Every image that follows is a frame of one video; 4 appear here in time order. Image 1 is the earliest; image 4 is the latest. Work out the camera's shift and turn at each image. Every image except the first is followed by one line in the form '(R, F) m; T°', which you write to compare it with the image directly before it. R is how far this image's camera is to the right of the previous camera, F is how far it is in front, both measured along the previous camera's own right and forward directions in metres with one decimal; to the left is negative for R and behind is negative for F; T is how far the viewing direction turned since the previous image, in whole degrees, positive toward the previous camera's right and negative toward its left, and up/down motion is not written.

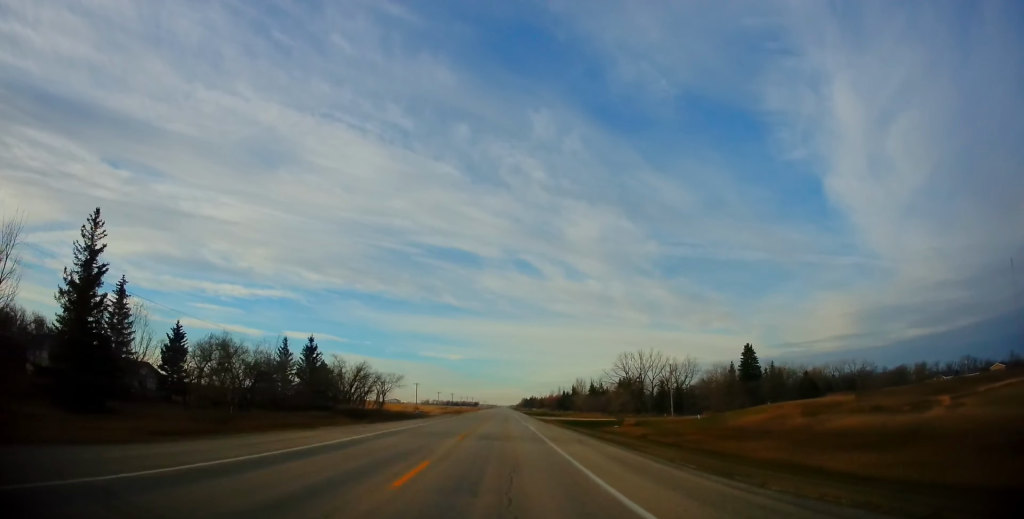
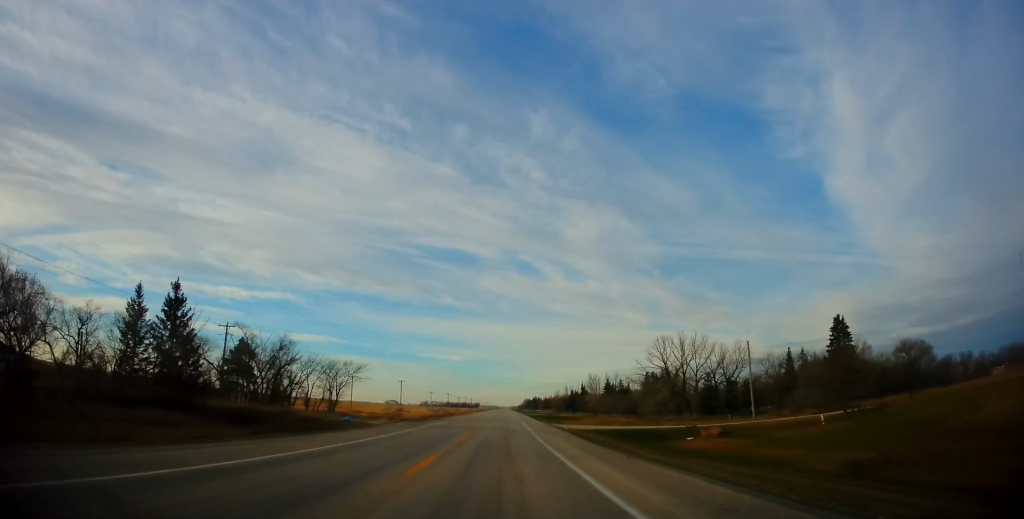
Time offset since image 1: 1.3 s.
(+0.8, +32.2) m; +1°
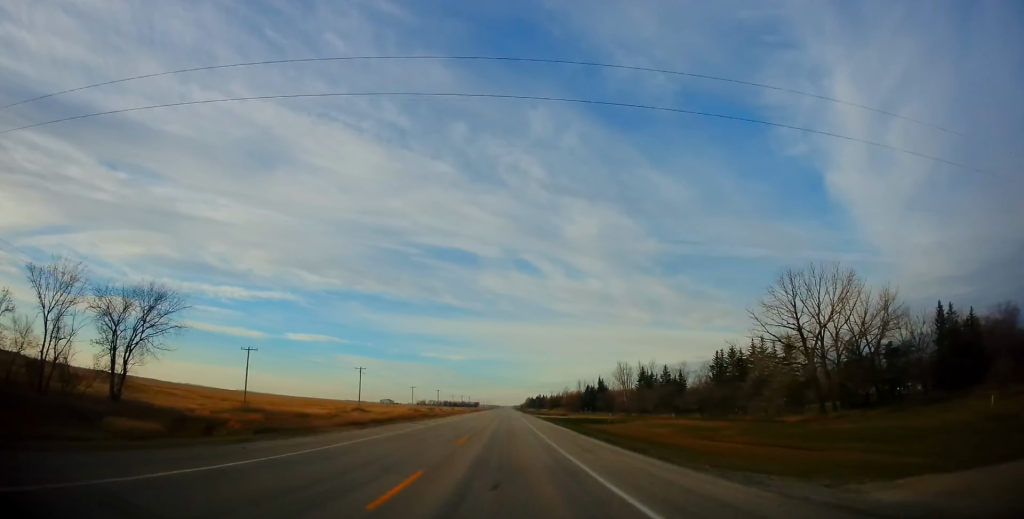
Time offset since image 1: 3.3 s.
(-0.6, +45.9) m; -1°
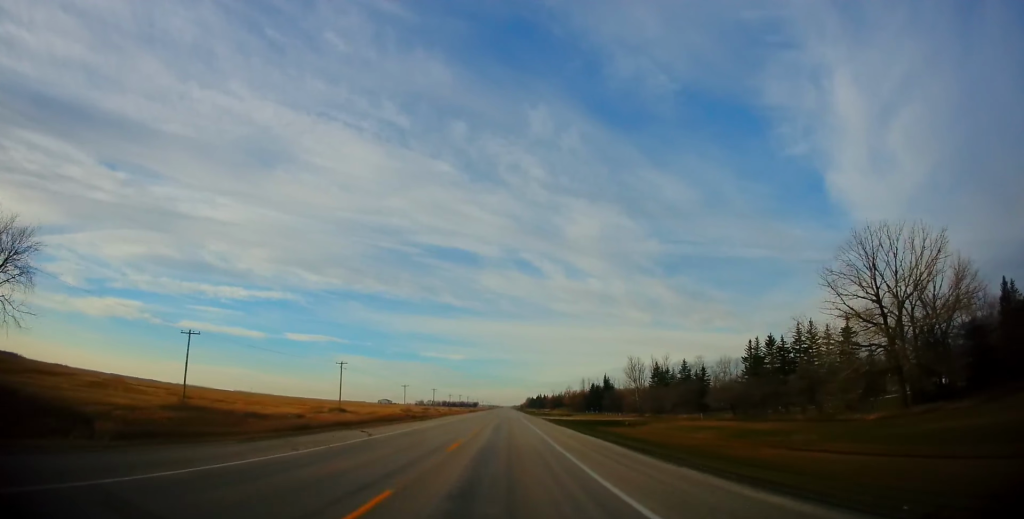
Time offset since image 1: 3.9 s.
(-0.1, +12.6) m; 0°
